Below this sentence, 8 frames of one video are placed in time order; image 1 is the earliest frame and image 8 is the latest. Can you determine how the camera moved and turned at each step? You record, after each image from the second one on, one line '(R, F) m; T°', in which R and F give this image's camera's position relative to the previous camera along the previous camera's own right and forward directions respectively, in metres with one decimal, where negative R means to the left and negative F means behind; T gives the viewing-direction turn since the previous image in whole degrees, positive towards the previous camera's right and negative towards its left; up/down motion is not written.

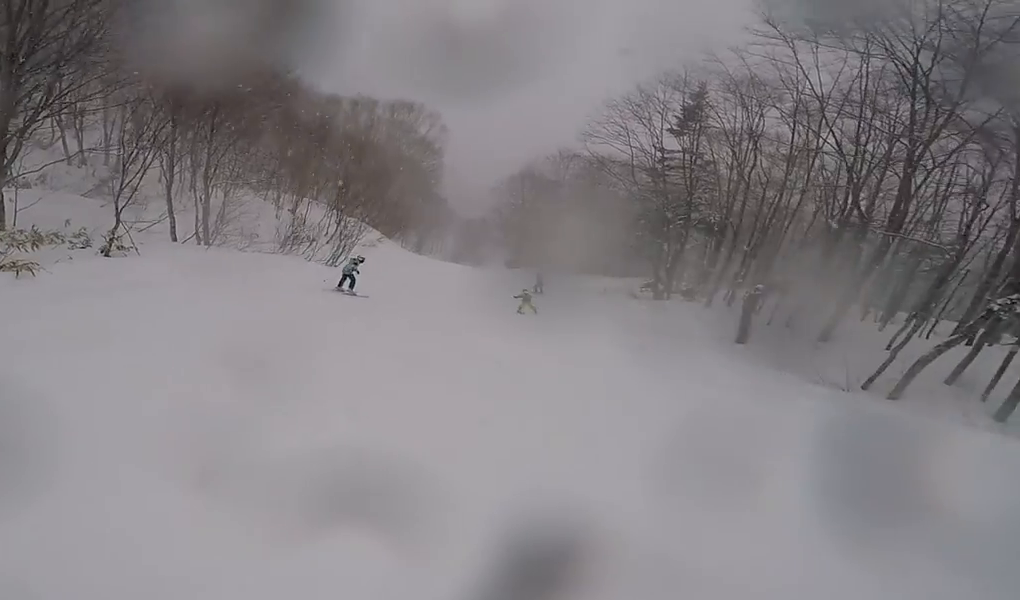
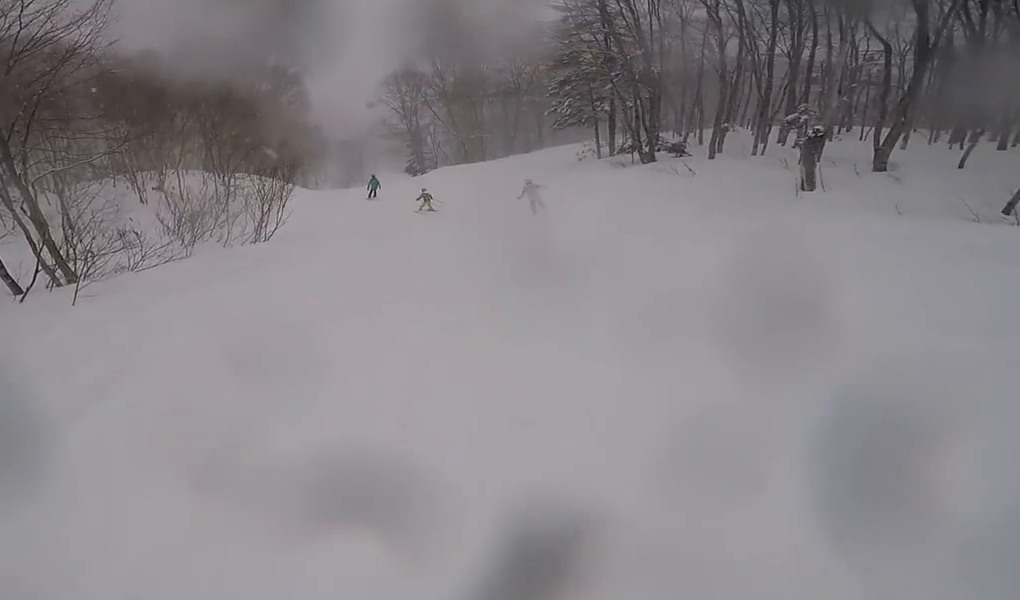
(-1.7, +6.4) m; -23°
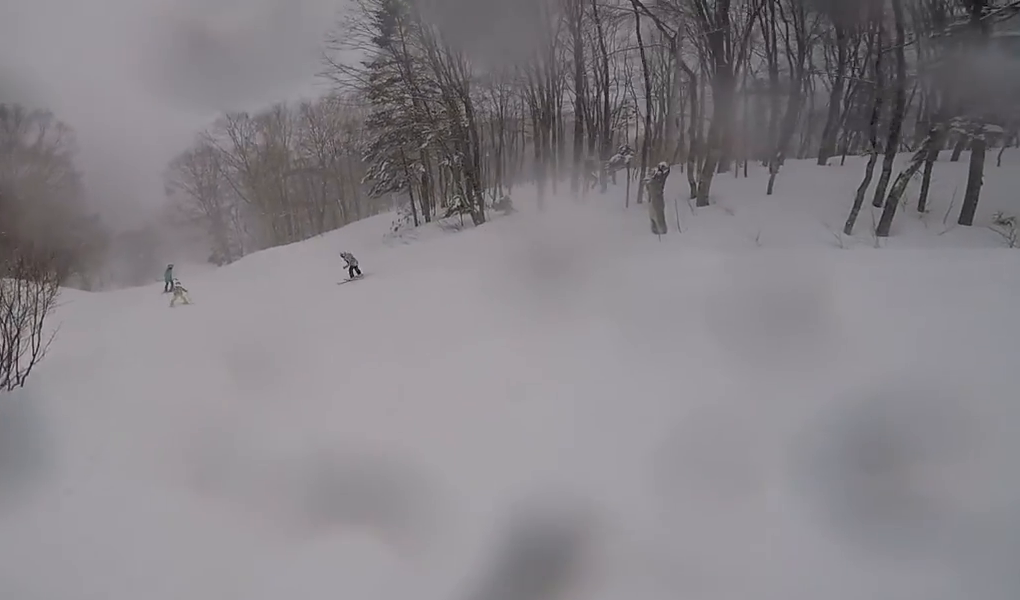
(0.0, +3.4) m; +26°
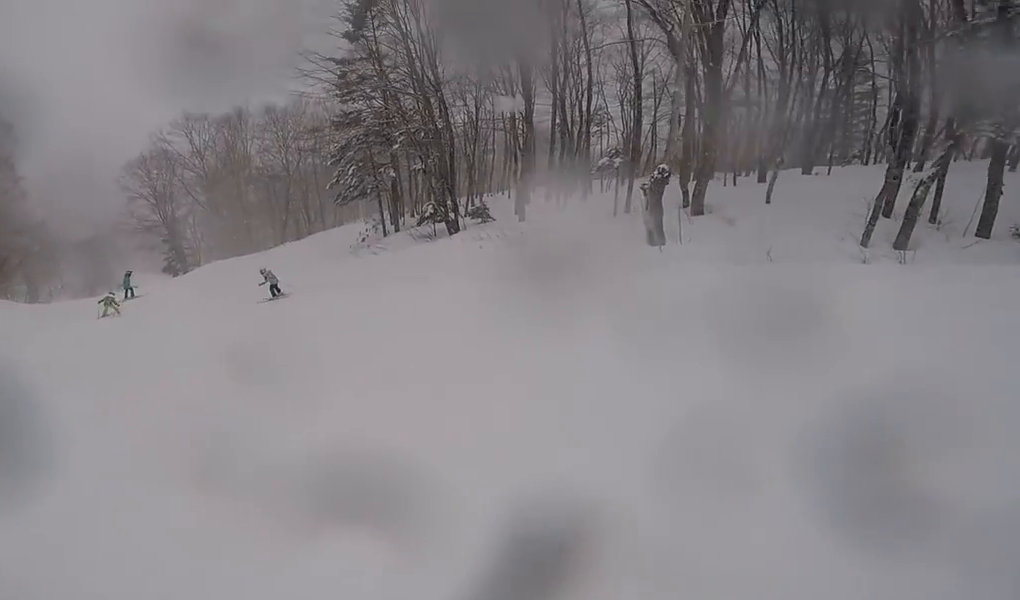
(+0.2, +1.6) m; +22°
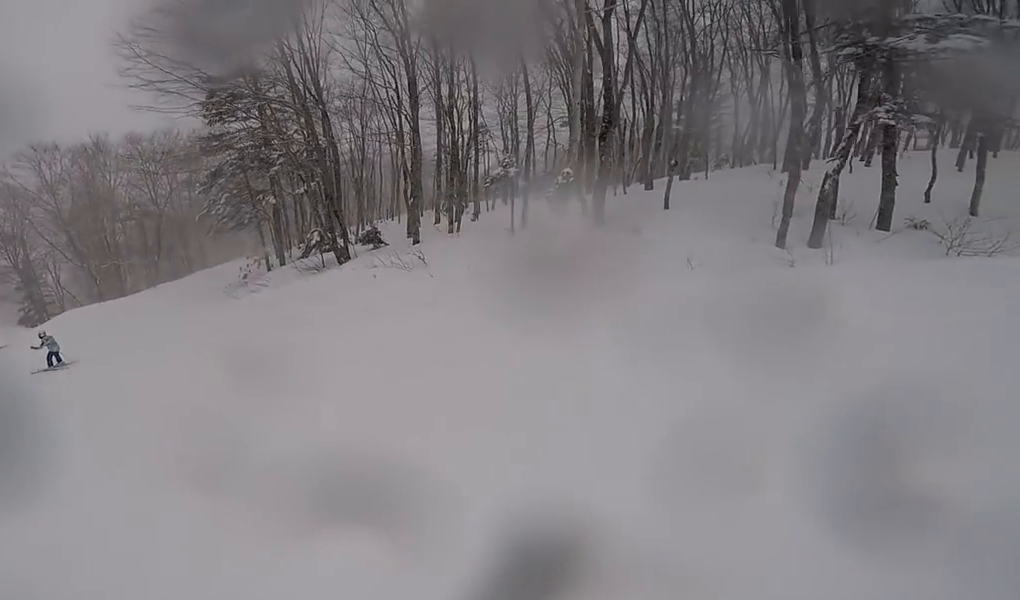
(+0.7, +2.2) m; +9°
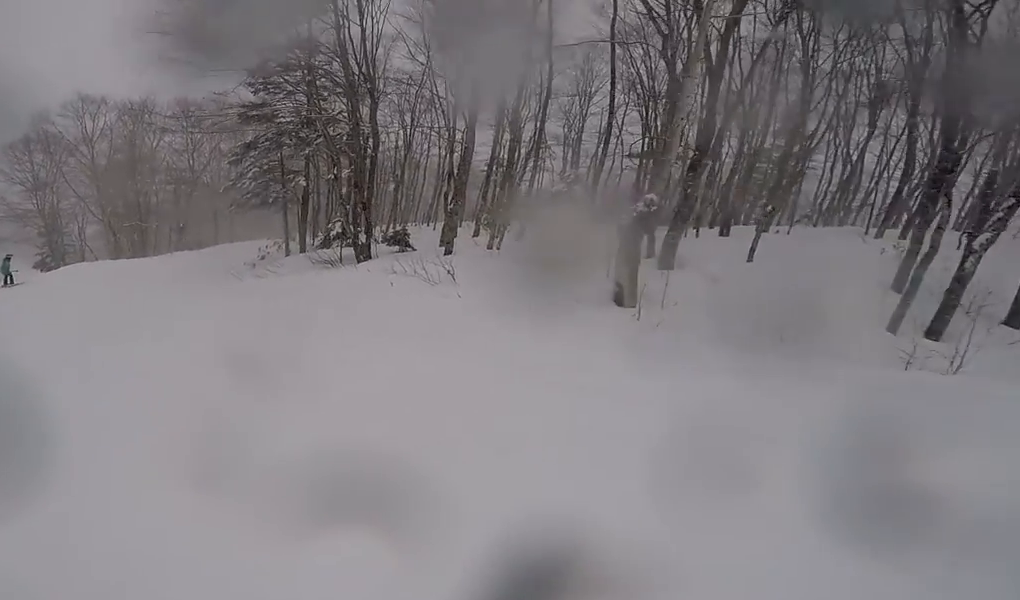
(+0.6, +2.0) m; +2°
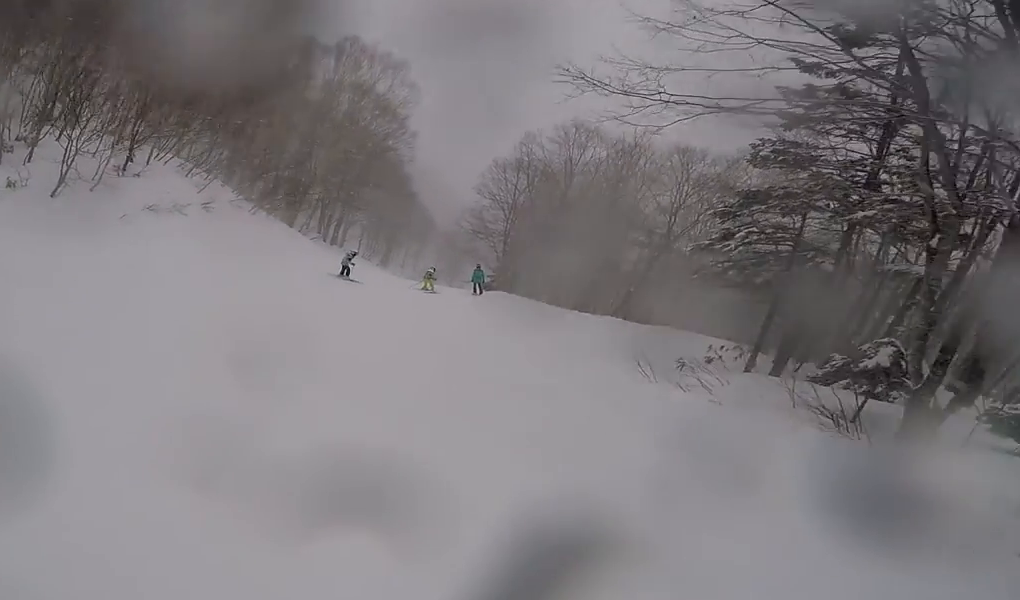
(-1.2, +4.9) m; -43°
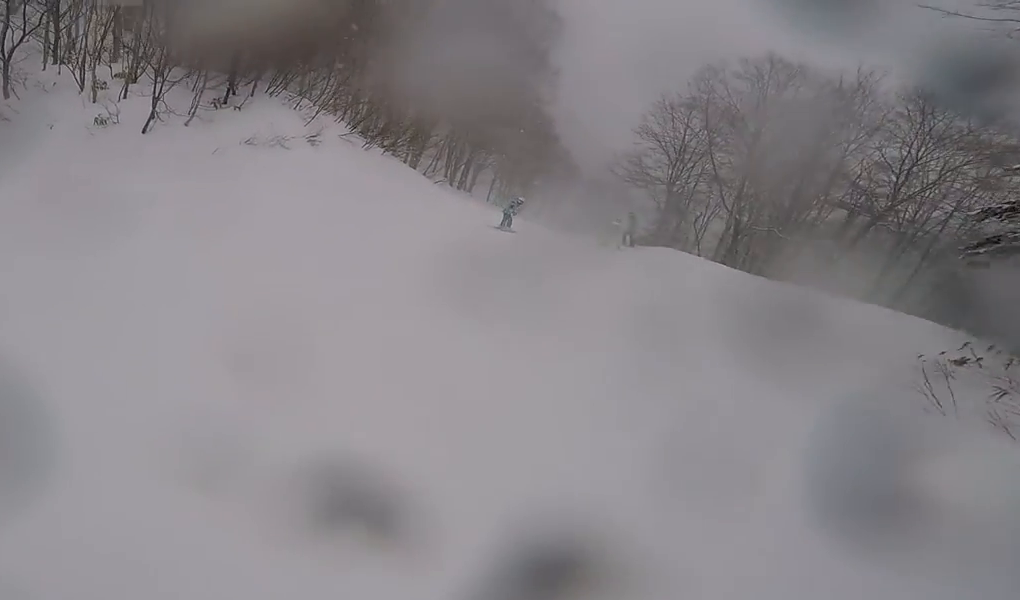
(-1.2, +2.8) m; -11°
